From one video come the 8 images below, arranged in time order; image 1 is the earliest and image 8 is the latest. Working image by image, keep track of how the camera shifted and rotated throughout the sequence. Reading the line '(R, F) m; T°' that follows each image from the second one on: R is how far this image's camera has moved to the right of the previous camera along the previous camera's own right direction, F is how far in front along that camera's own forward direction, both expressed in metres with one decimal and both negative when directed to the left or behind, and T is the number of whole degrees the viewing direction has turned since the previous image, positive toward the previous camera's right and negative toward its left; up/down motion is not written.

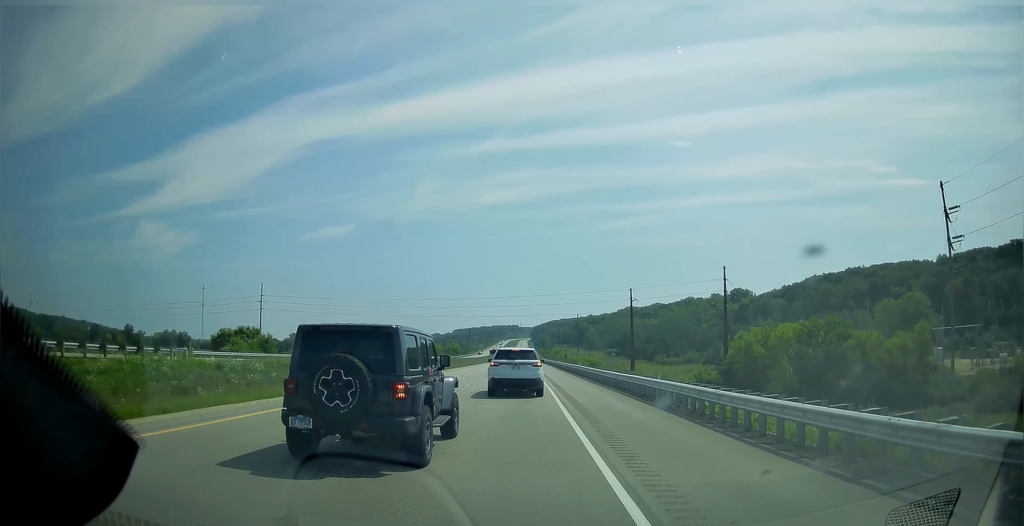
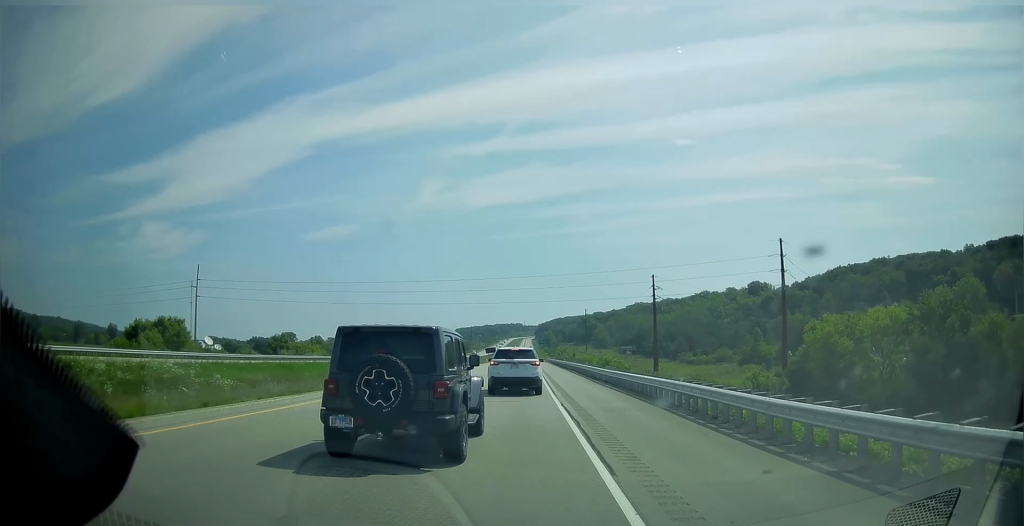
(0.0, +33.4) m; 0°
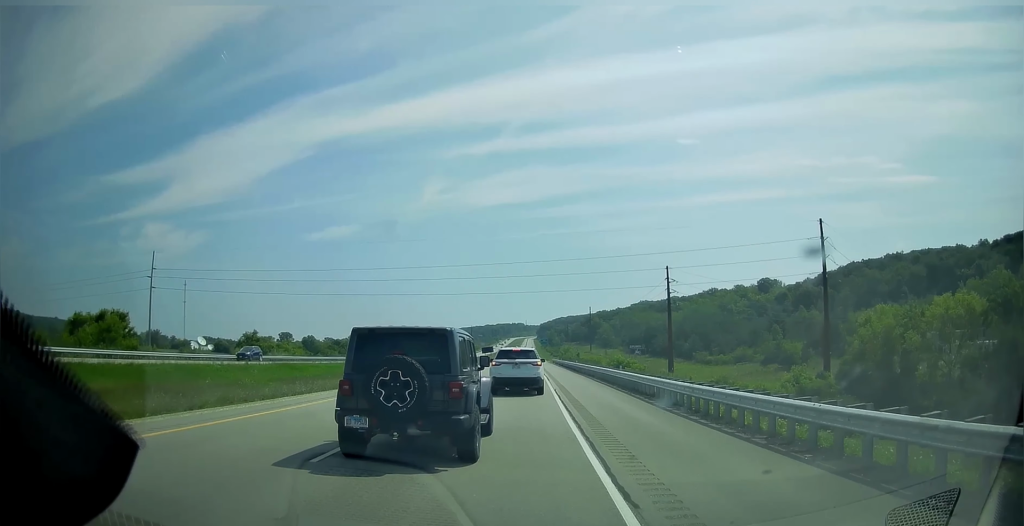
(0.0, +16.7) m; 0°
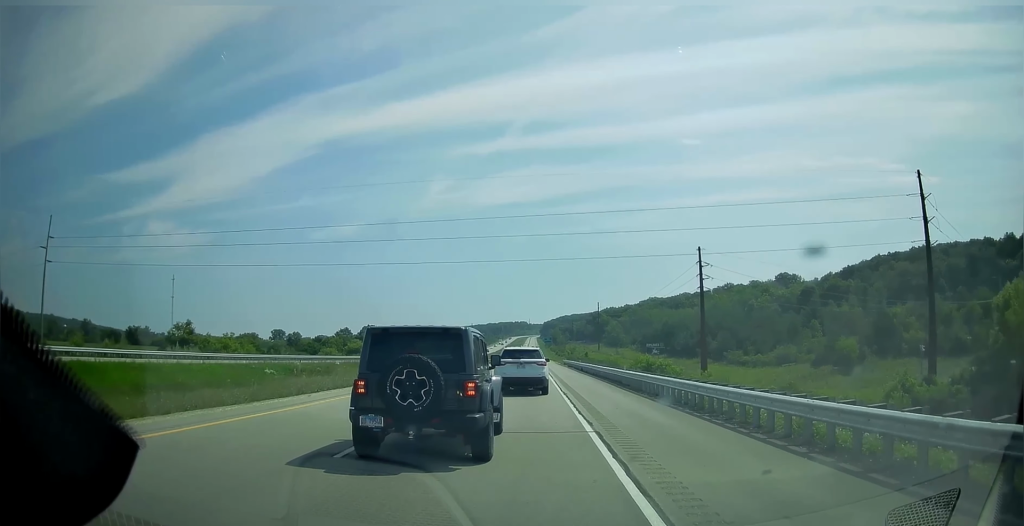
(+0.1, +29.9) m; 0°
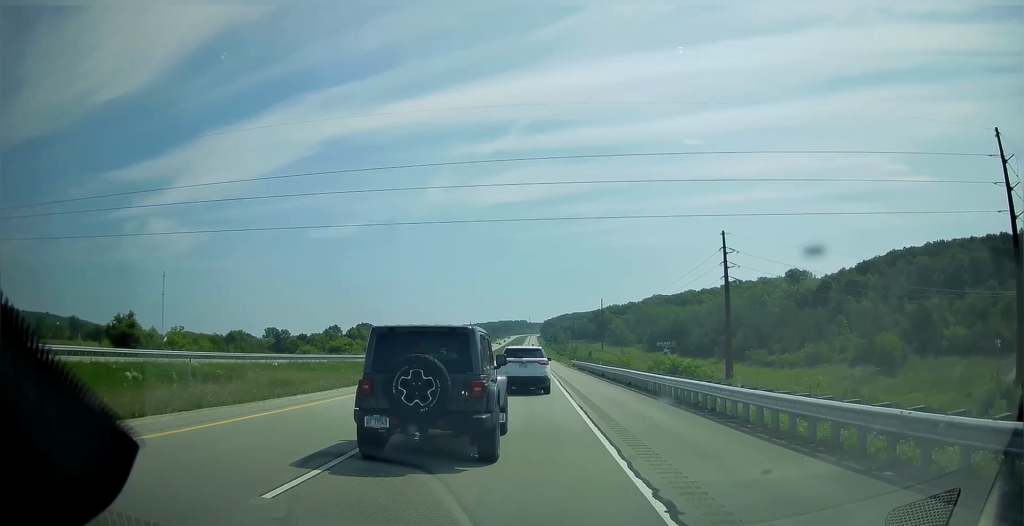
(-0.1, +18.3) m; 0°
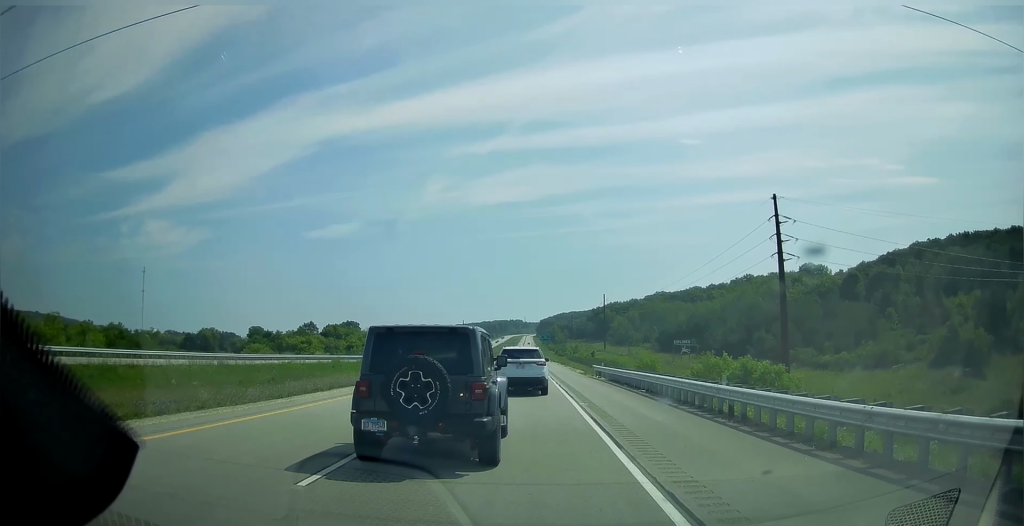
(0.0, +29.6) m; 0°
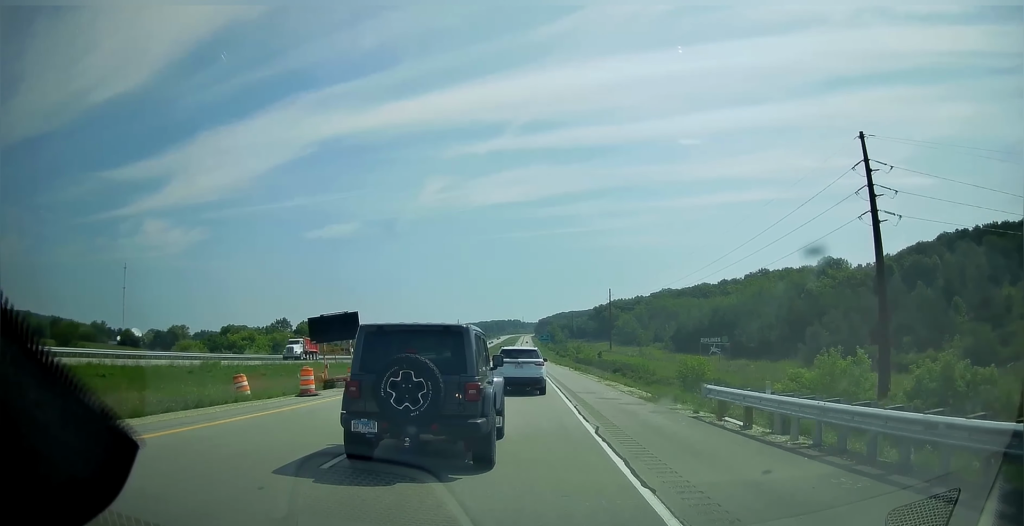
(-0.1, +29.4) m; 0°
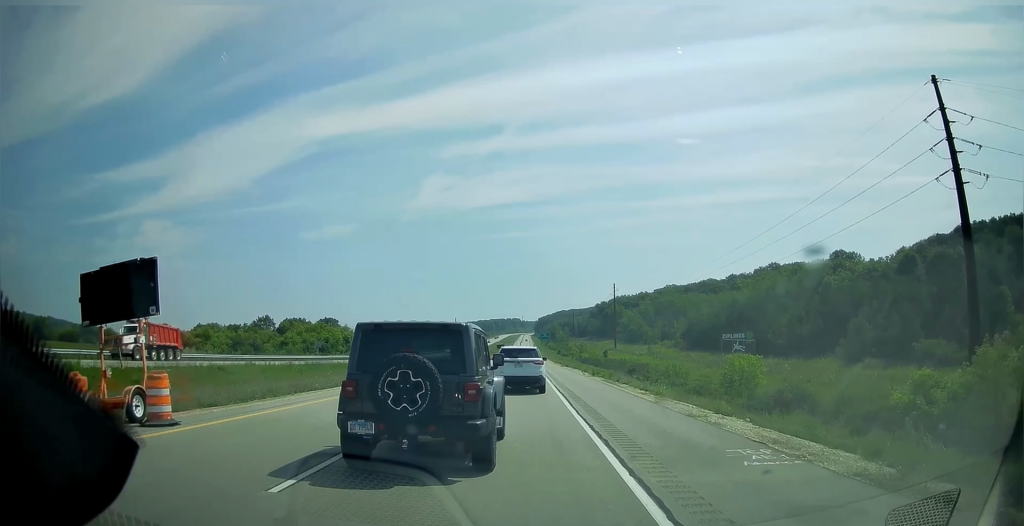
(0.0, +17.5) m; 0°
